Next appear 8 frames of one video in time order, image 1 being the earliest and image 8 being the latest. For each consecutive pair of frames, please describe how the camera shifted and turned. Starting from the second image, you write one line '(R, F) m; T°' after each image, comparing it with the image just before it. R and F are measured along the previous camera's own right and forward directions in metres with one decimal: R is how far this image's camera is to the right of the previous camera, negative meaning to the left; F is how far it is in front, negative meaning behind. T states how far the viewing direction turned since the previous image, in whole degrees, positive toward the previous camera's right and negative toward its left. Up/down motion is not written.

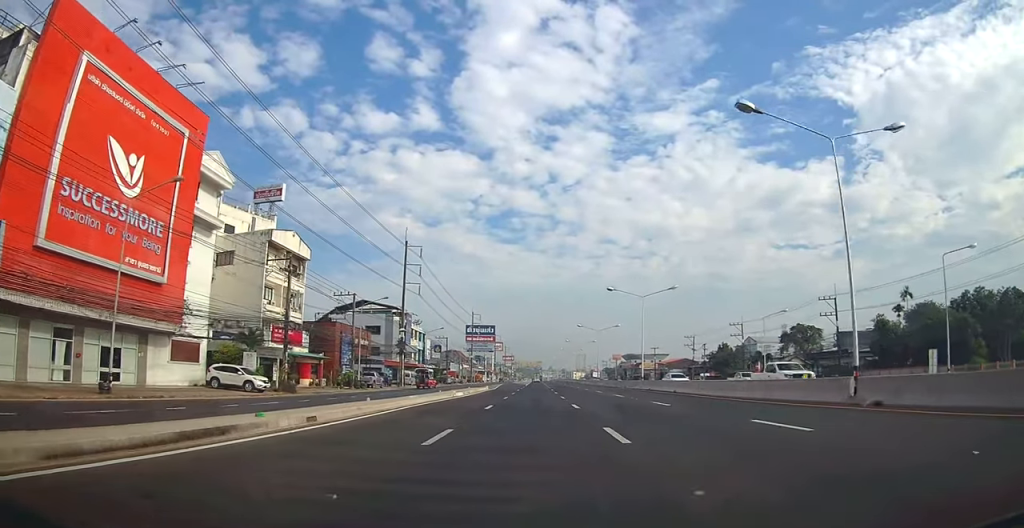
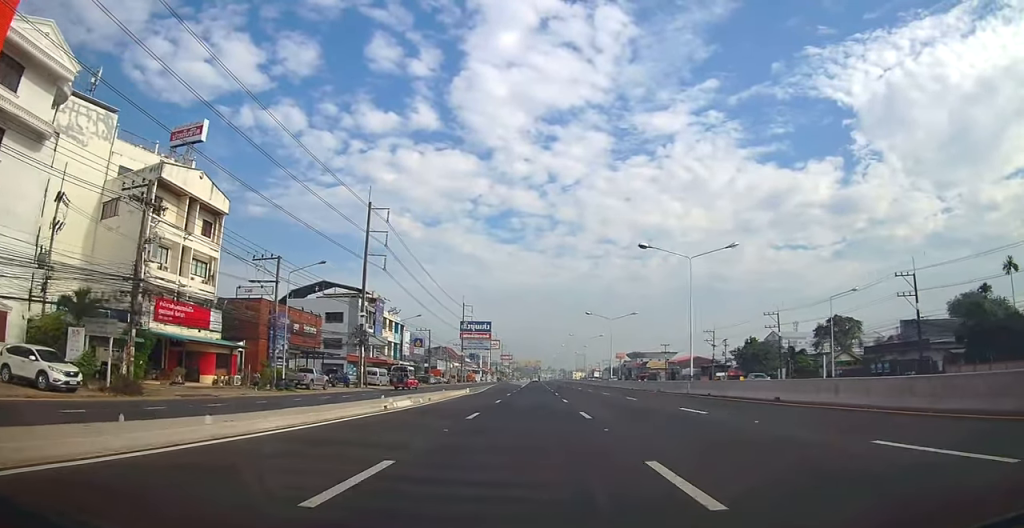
(0.0, +17.1) m; +3°
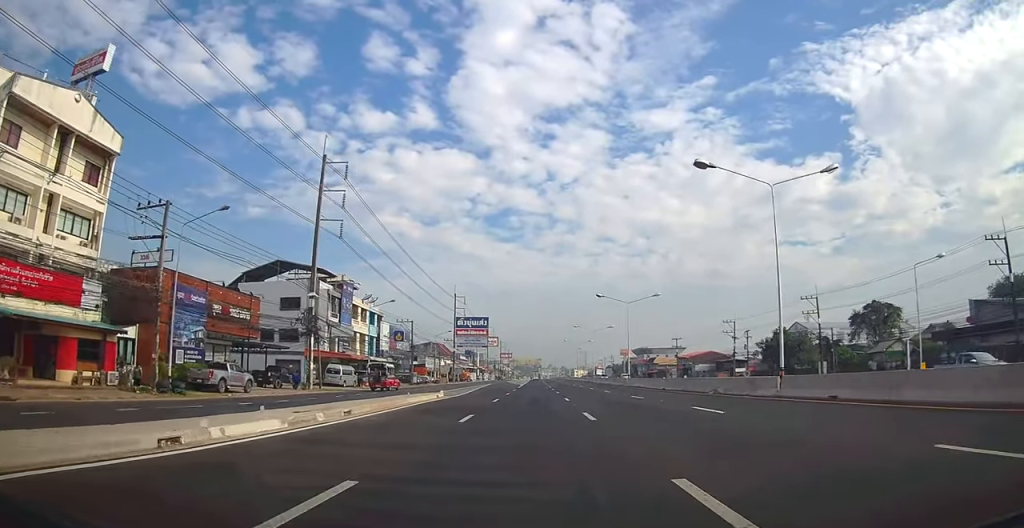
(+0.8, +13.7) m; 0°
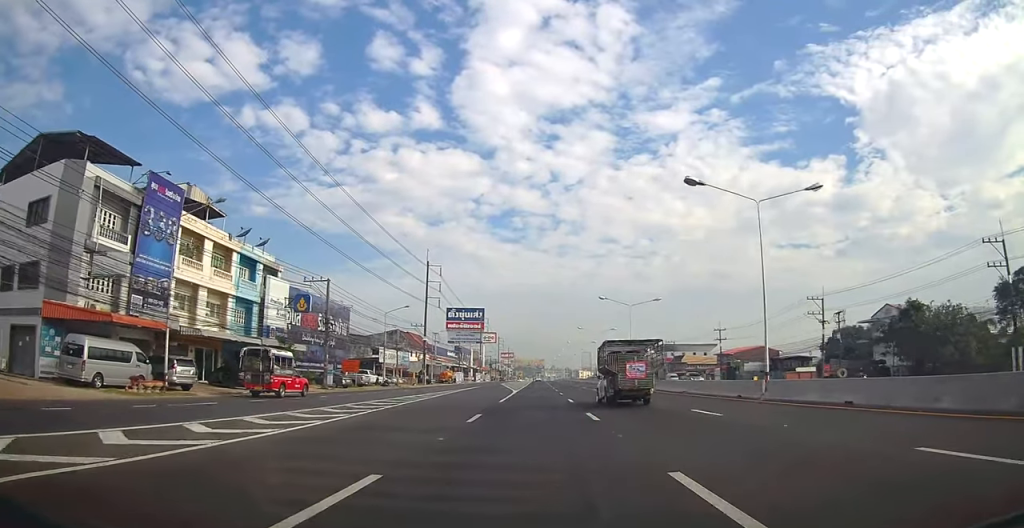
(-1.6, +34.9) m; 0°
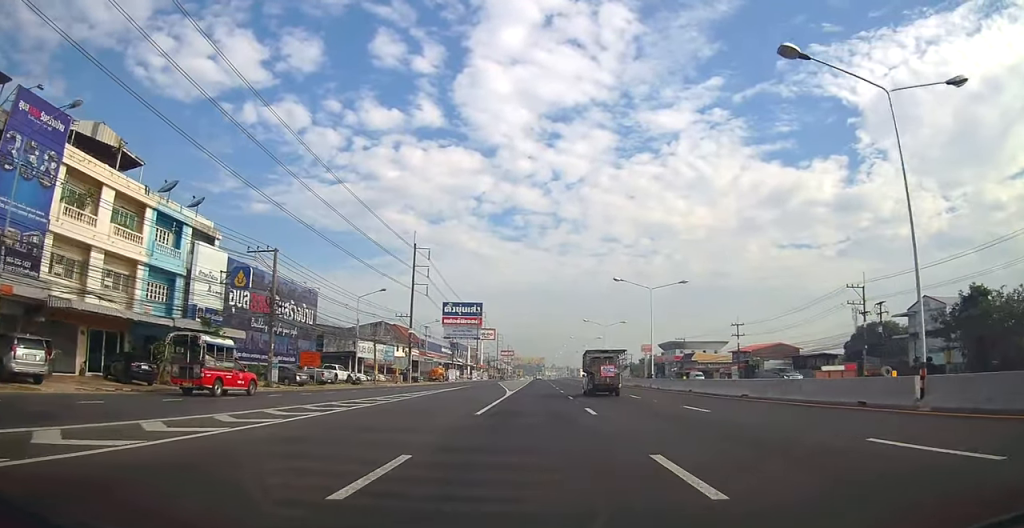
(+0.6, +10.5) m; 0°
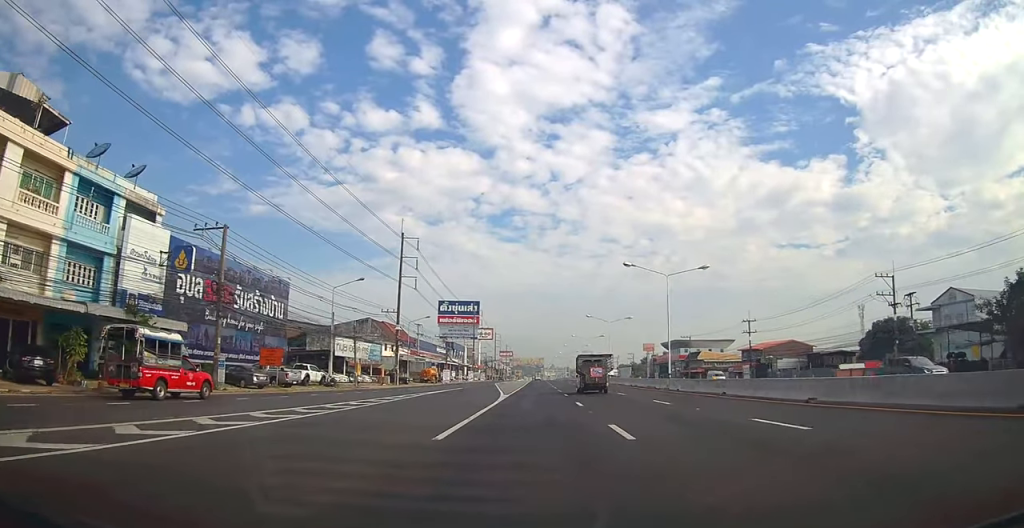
(-0.2, +6.6) m; 0°
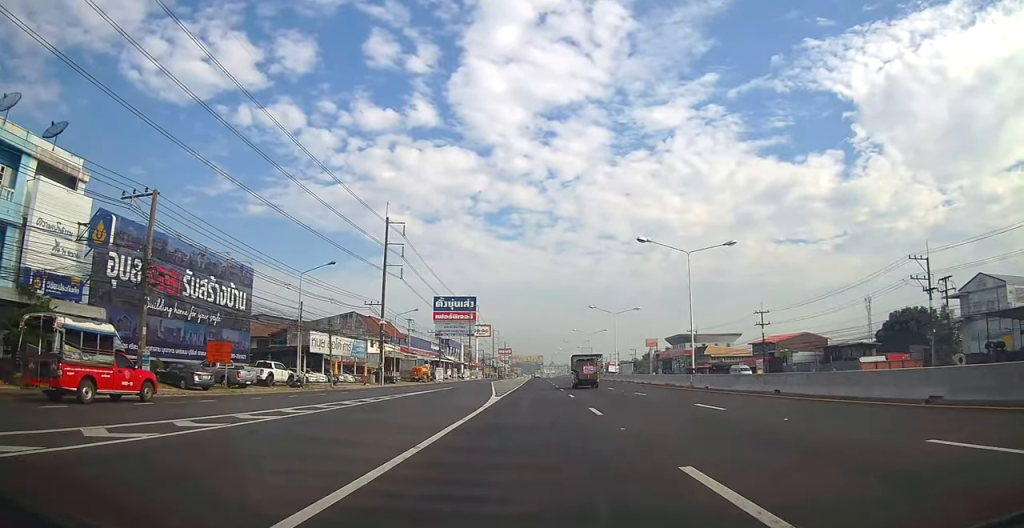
(-0.4, +6.6) m; 0°
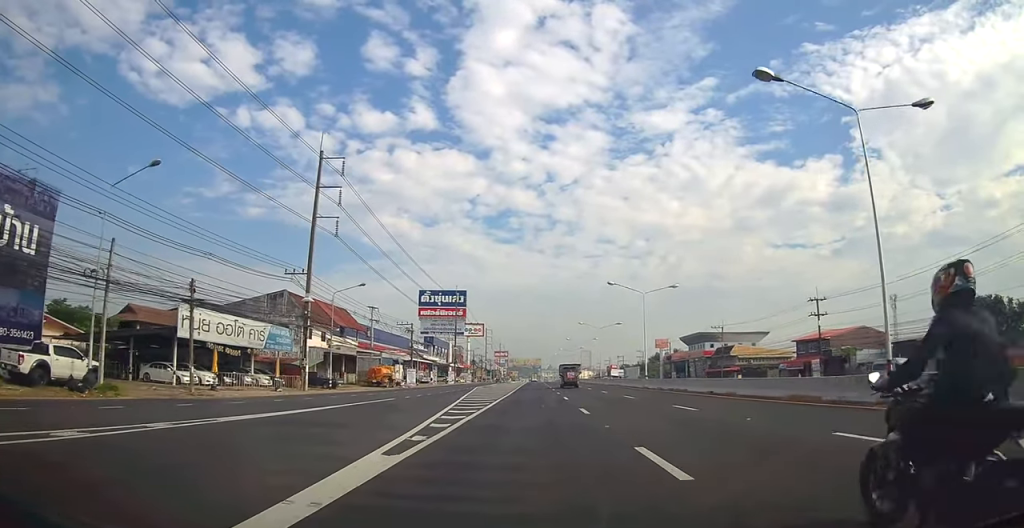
(+0.8, +21.0) m; +2°
